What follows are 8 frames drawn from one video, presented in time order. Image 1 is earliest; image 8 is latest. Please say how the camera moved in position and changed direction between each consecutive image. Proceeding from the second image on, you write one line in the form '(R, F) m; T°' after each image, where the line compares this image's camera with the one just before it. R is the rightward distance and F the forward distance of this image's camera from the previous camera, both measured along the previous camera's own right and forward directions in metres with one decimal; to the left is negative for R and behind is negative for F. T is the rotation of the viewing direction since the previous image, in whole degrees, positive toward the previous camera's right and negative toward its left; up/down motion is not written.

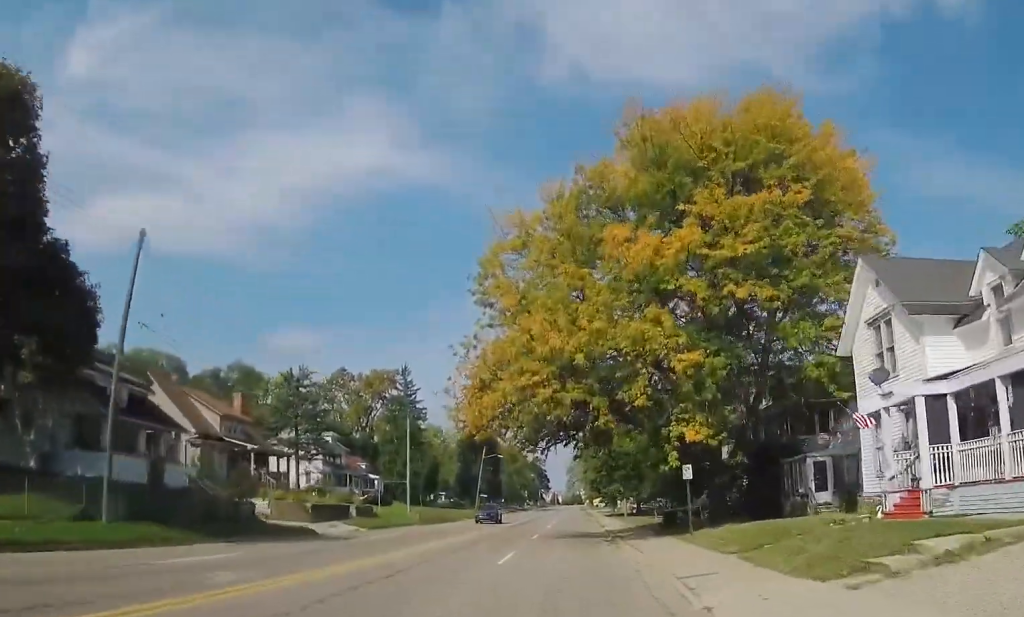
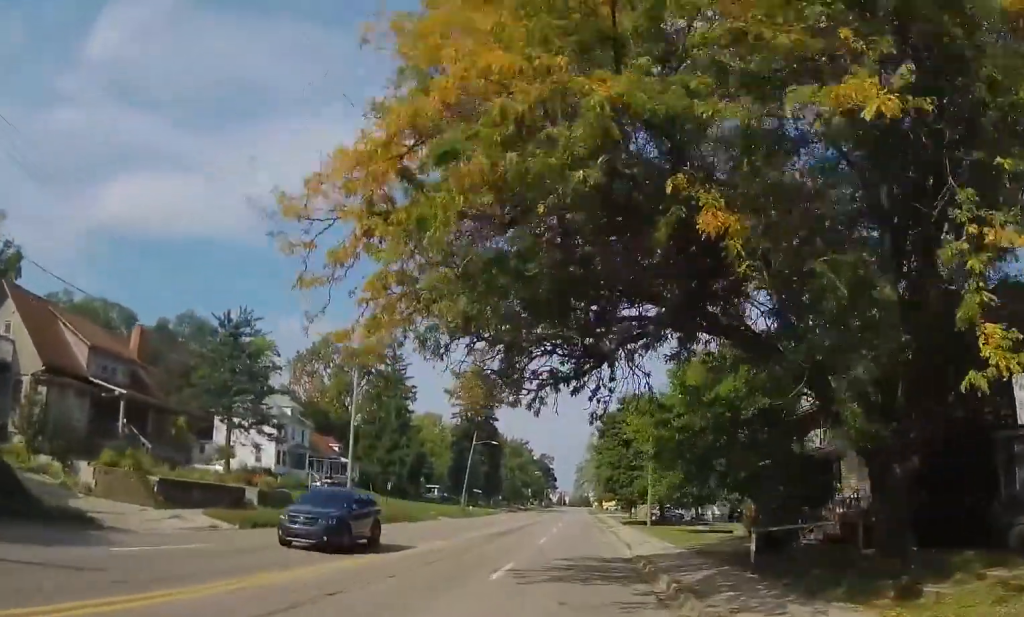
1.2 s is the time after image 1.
(-0.2, +18.0) m; 0°
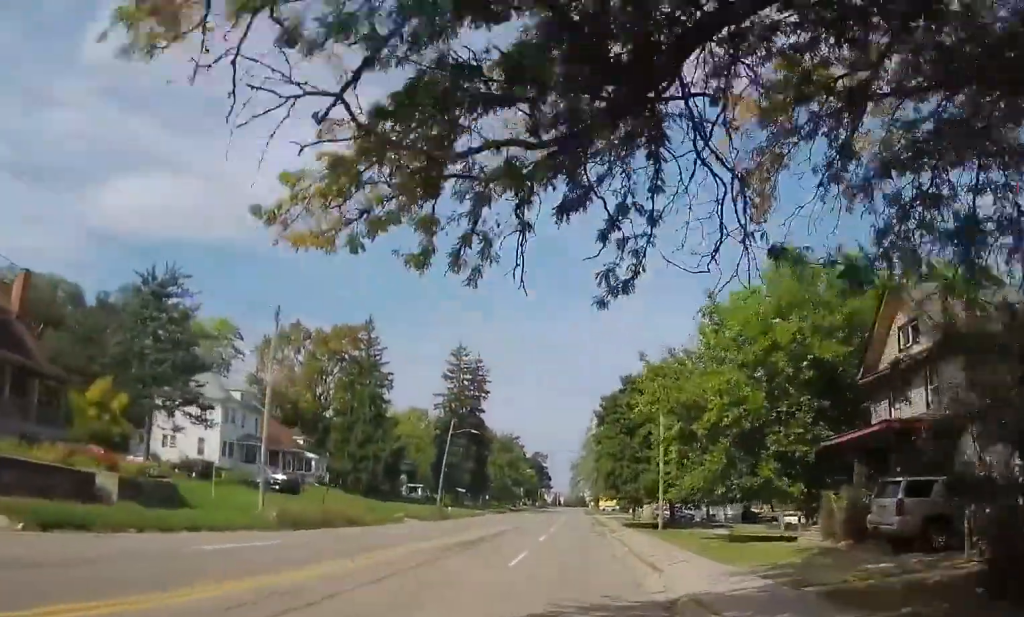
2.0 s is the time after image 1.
(+0.1, +11.7) m; 0°
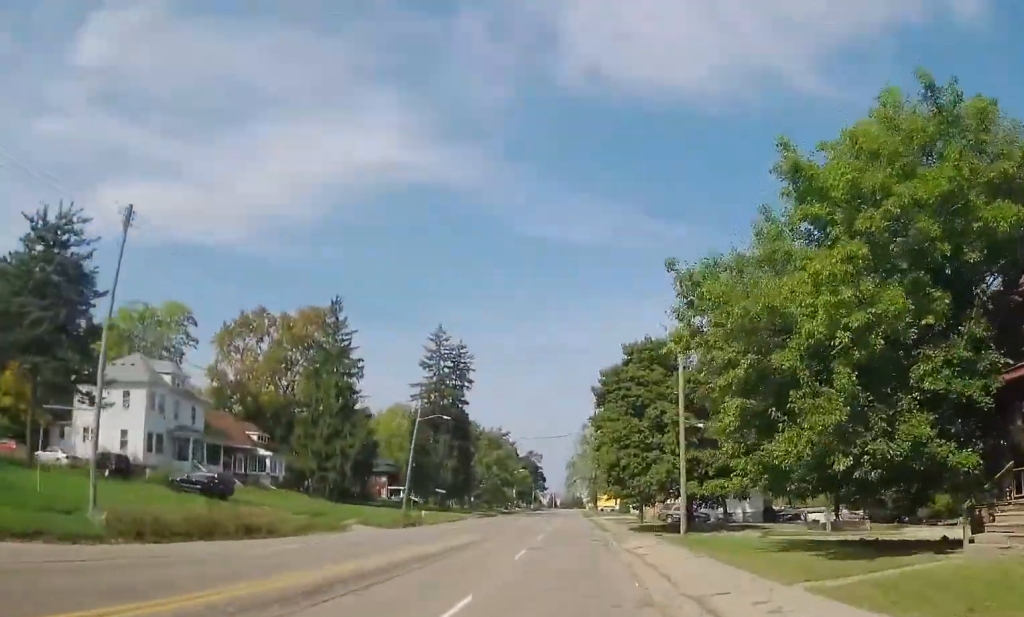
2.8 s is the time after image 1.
(+0.2, +12.0) m; -2°
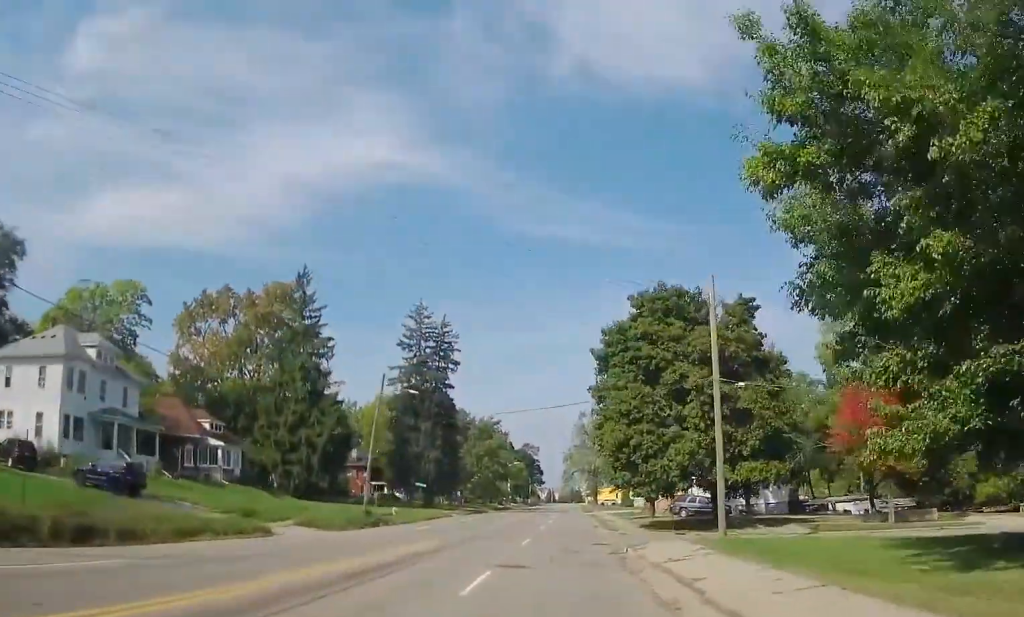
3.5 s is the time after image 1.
(-0.7, +10.6) m; -1°
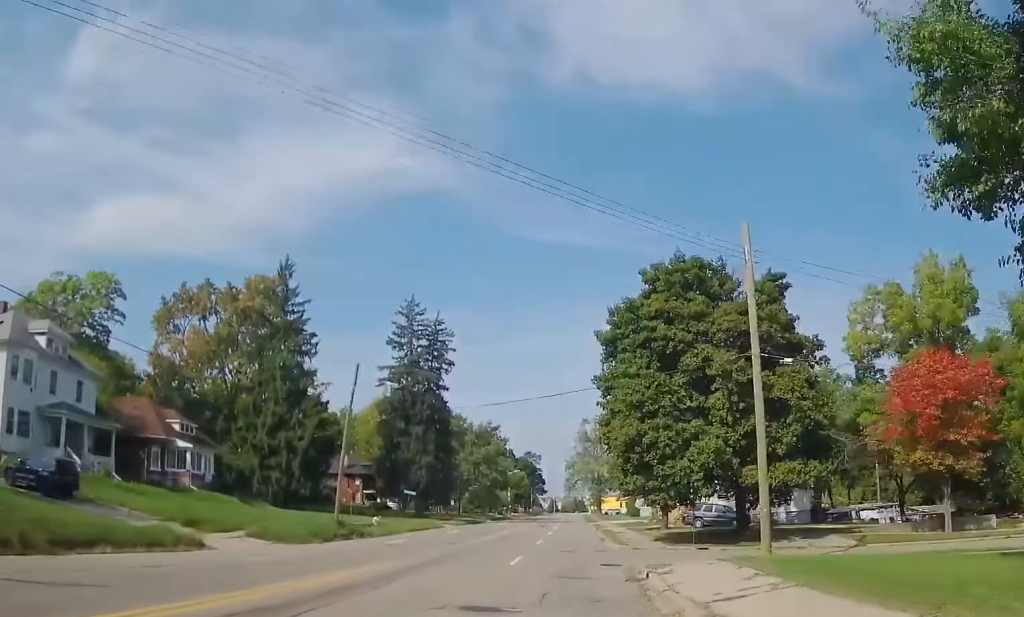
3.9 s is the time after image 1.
(-0.1, +6.2) m; 0°
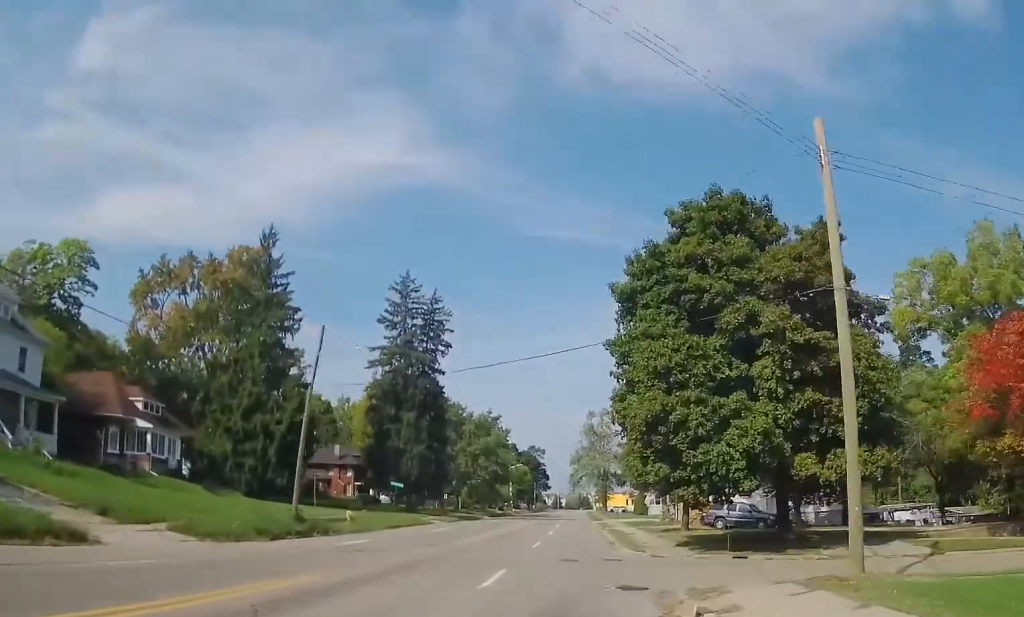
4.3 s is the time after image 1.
(+0.1, +7.1) m; +2°
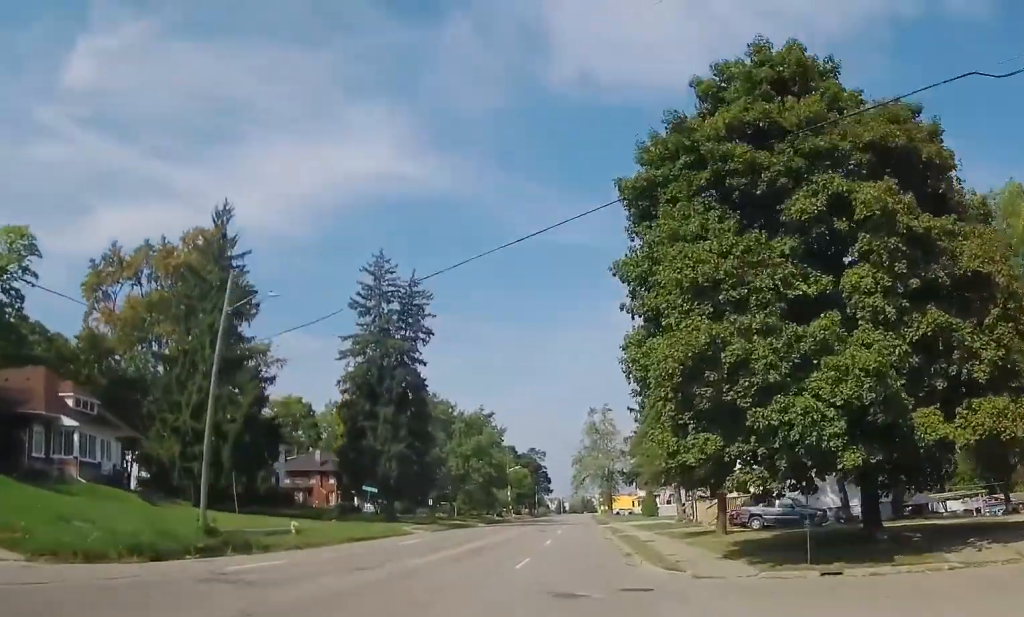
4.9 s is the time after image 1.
(+0.2, +9.4) m; +2°
